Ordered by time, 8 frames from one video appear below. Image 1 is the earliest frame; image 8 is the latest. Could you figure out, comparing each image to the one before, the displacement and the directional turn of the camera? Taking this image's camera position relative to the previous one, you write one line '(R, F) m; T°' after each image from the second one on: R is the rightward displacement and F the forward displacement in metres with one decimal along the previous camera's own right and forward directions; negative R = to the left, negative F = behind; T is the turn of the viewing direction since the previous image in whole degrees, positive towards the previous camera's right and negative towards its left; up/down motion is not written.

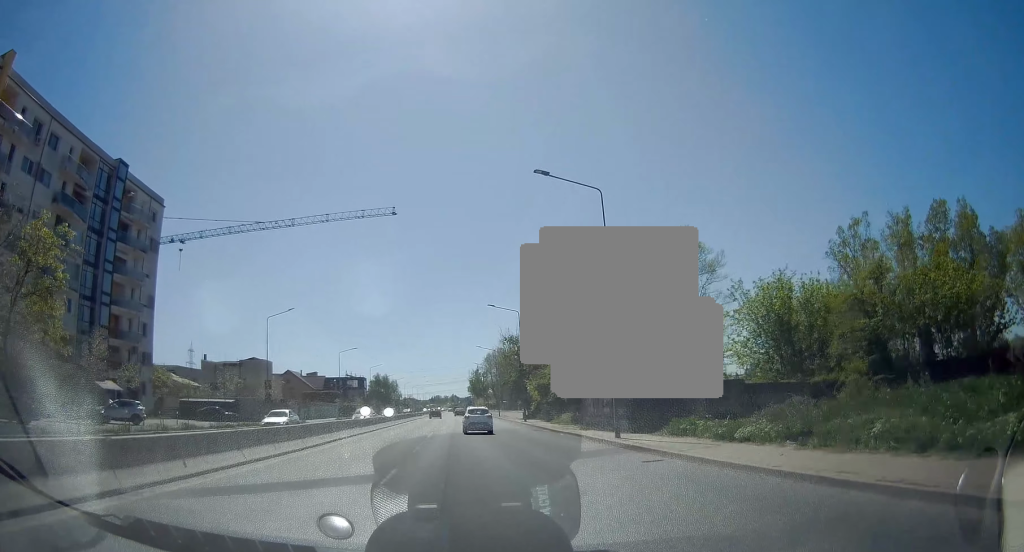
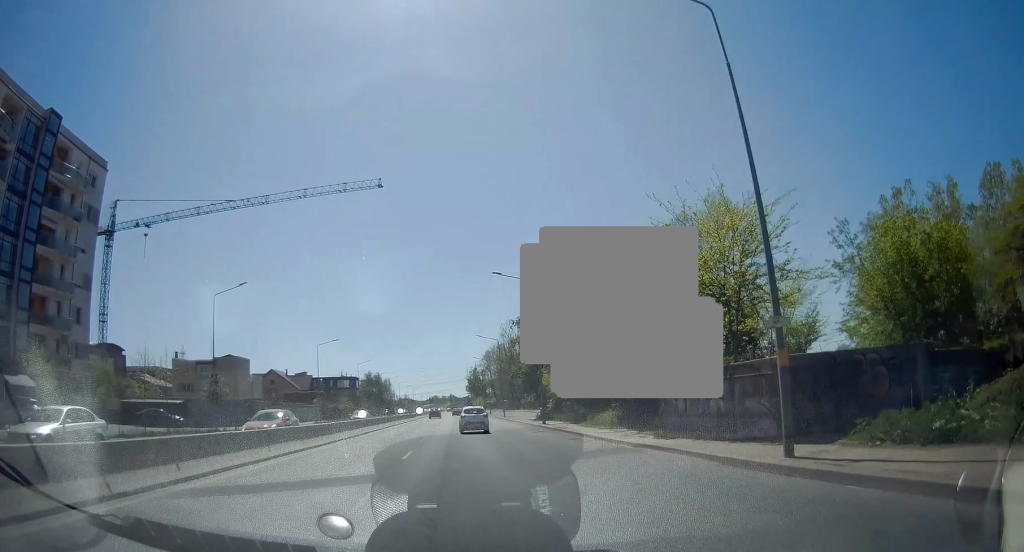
(0.0, +12.1) m; +1°
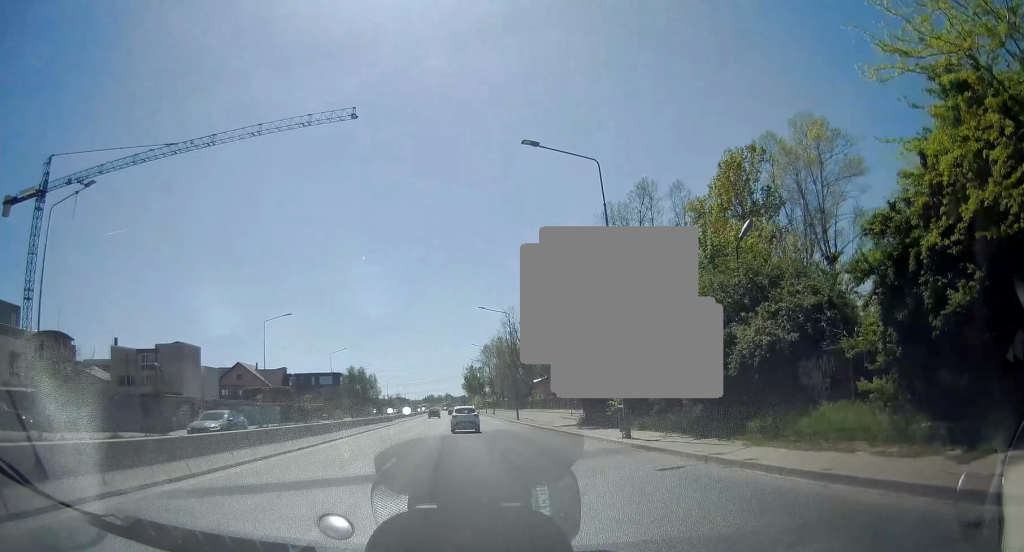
(+0.2, +20.3) m; 0°
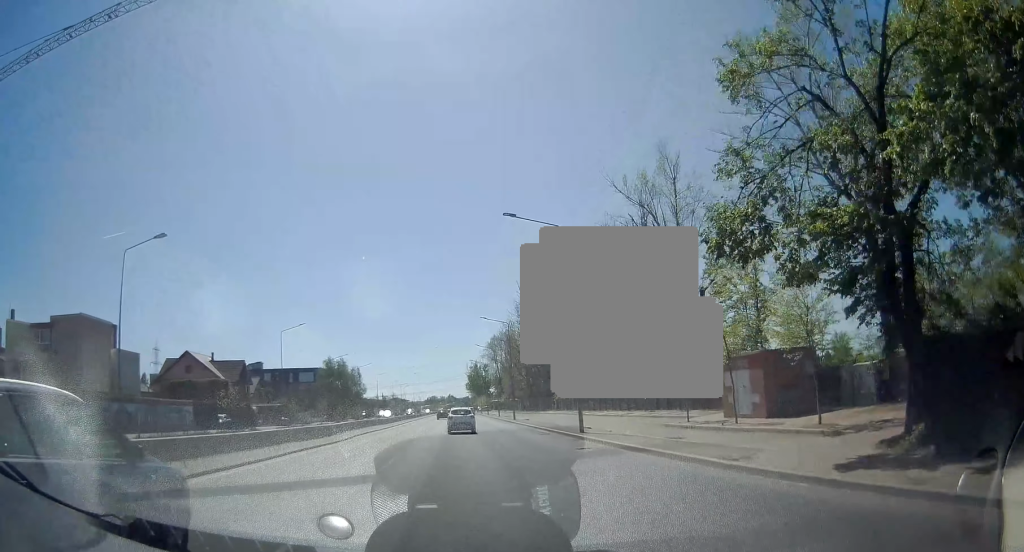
(-0.2, +26.4) m; 0°
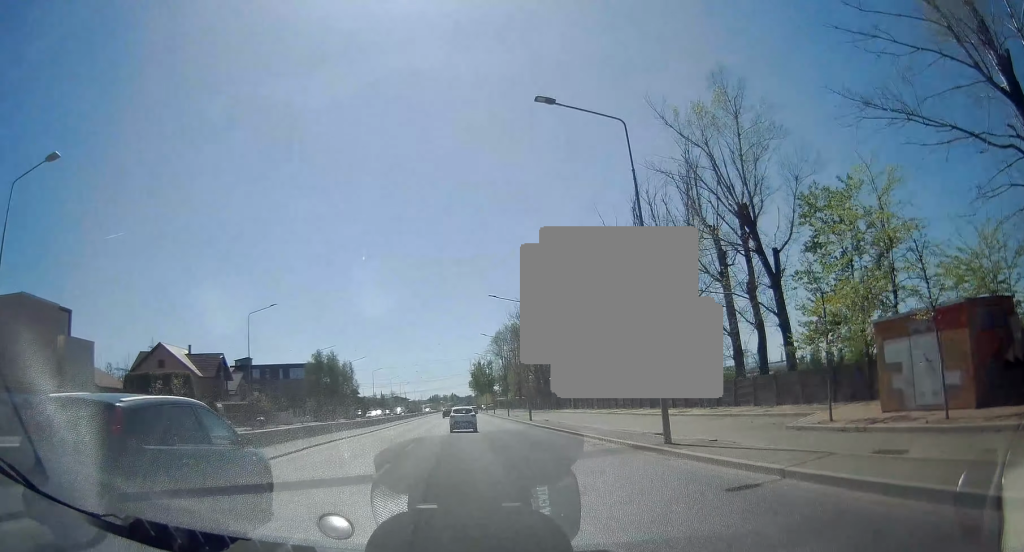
(+0.1, +10.9) m; 0°
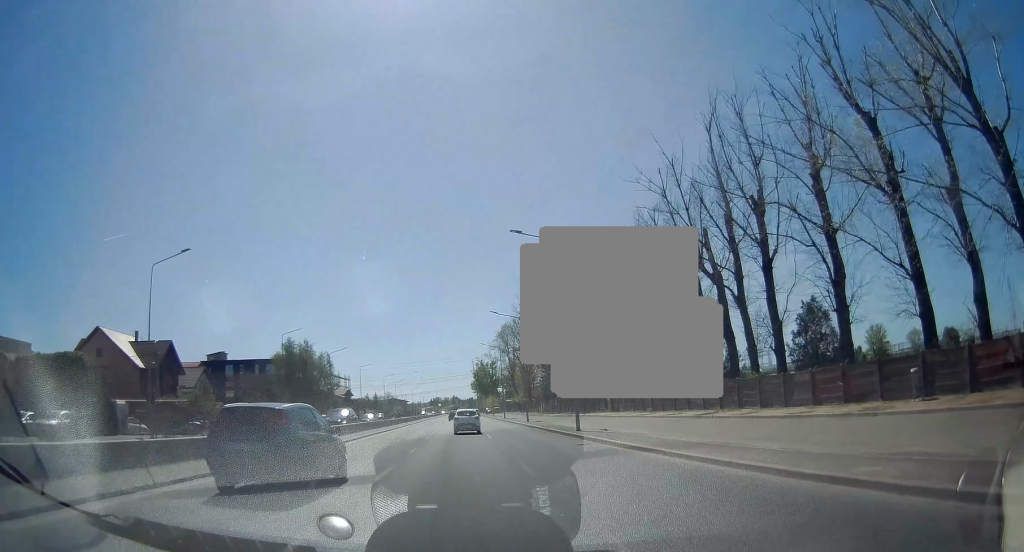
(0.0, +18.3) m; 0°
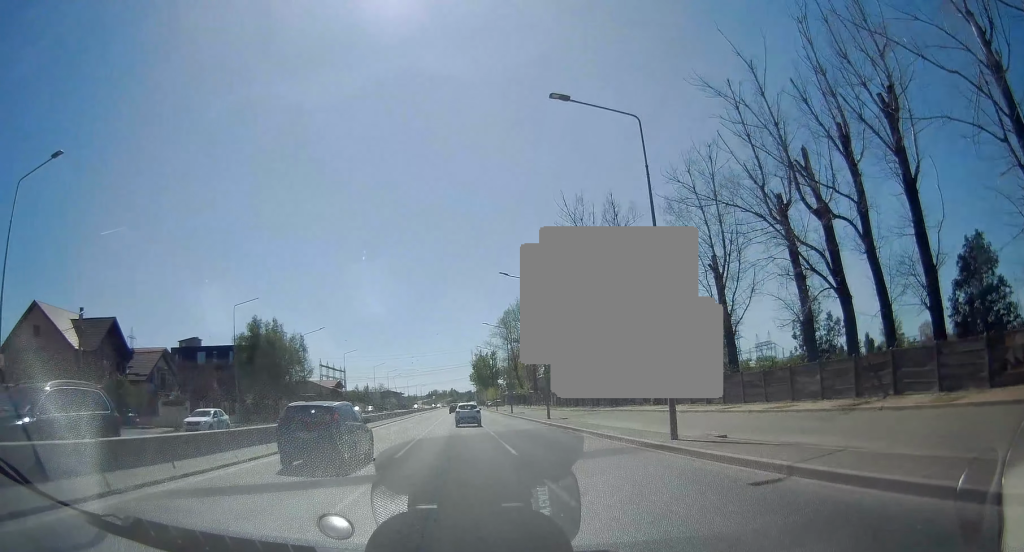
(-0.1, +13.7) m; -1°
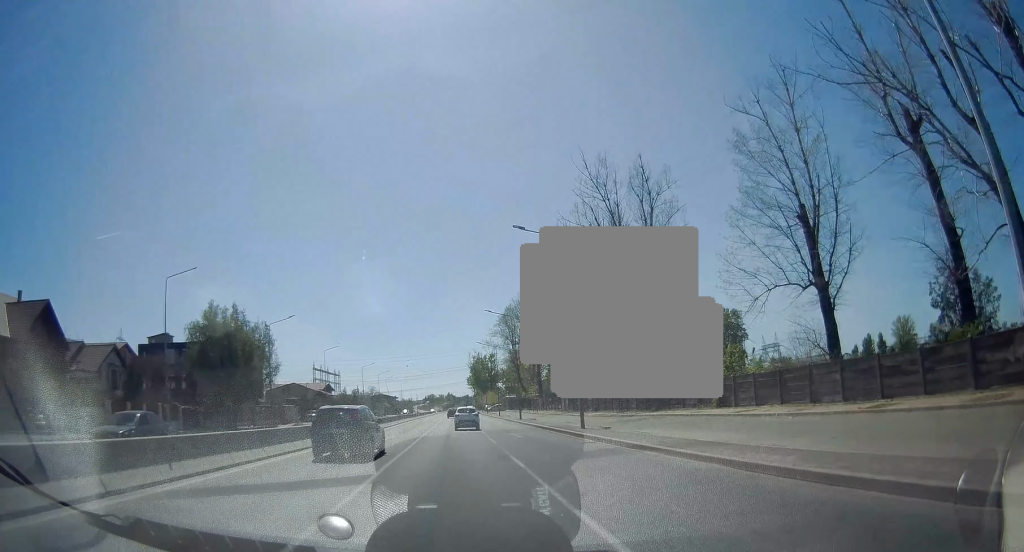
(0.0, +11.6) m; 0°
